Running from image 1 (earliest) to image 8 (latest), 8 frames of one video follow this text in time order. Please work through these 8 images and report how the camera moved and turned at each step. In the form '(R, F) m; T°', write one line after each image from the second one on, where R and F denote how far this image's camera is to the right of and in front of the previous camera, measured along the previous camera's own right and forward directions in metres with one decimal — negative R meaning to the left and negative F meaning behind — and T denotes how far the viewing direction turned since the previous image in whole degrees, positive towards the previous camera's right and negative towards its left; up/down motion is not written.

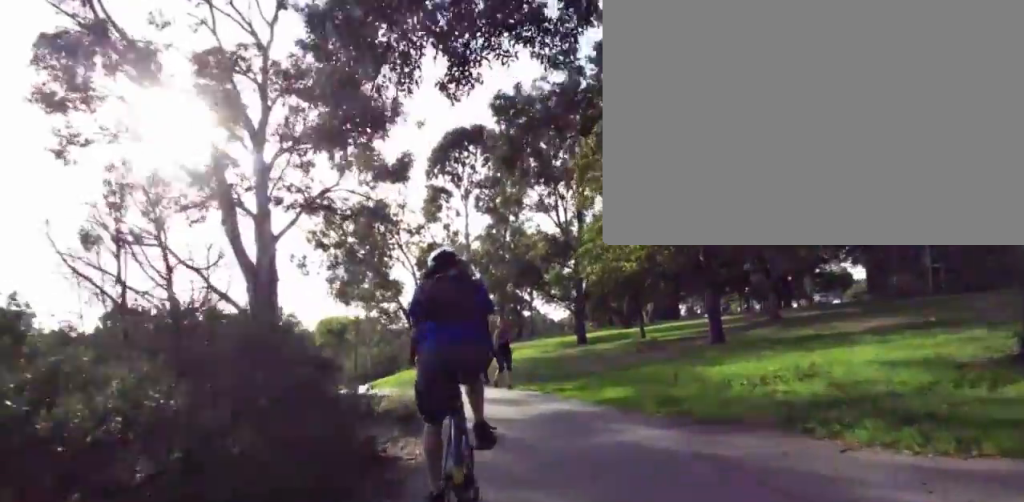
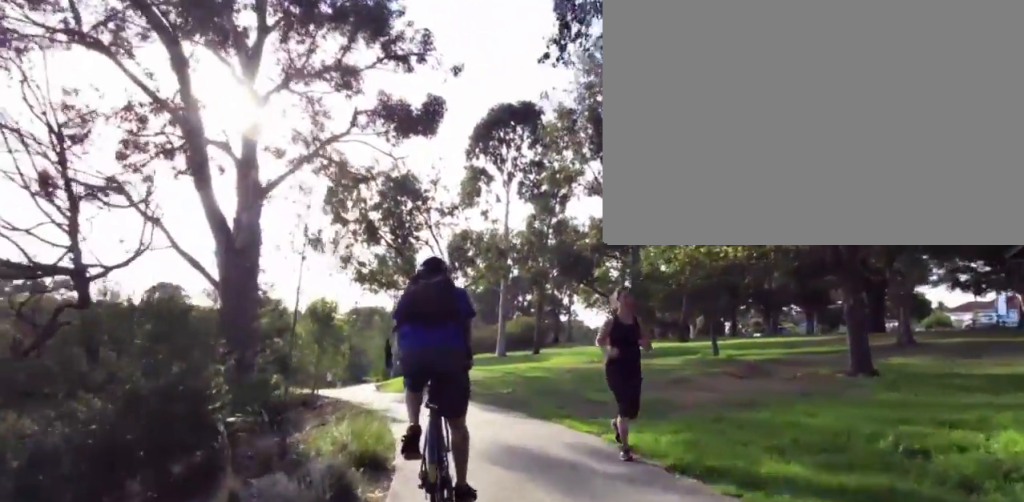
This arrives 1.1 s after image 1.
(+0.7, +5.0) m; +2°
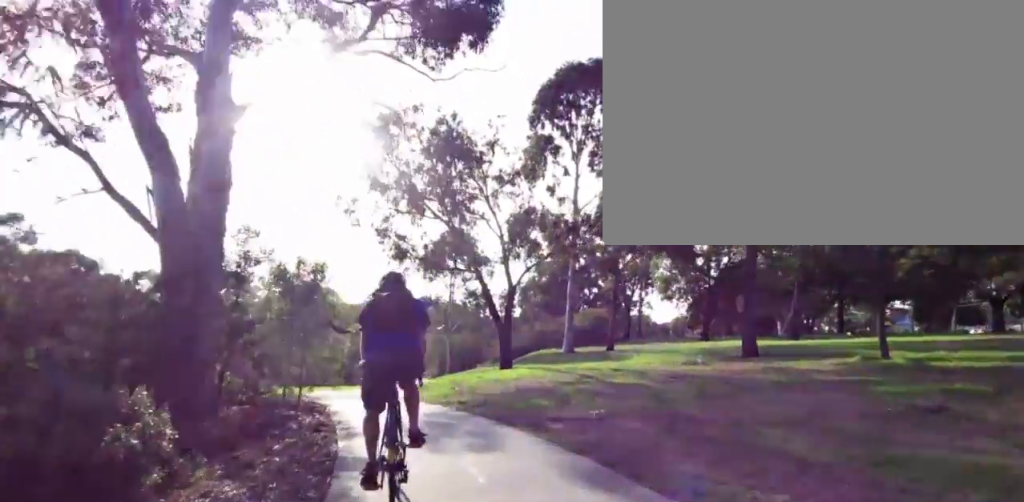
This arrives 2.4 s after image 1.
(-1.1, +5.5) m; -17°
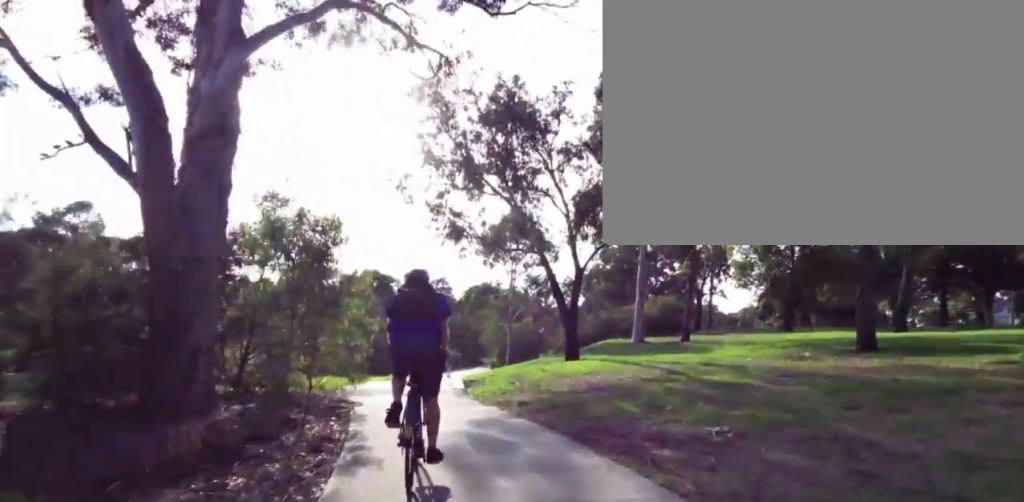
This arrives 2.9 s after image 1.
(-0.4, +2.2) m; 0°
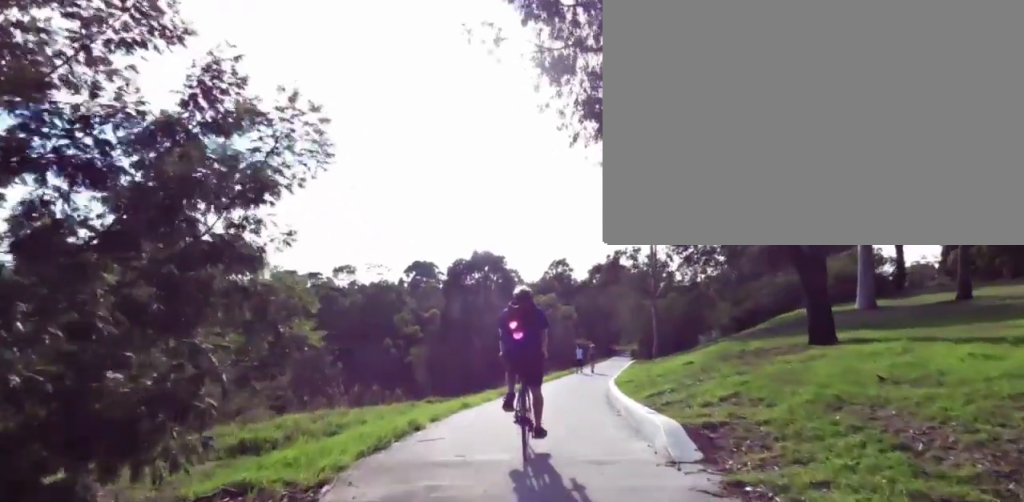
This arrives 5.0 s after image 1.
(-1.5, +10.5) m; -22°
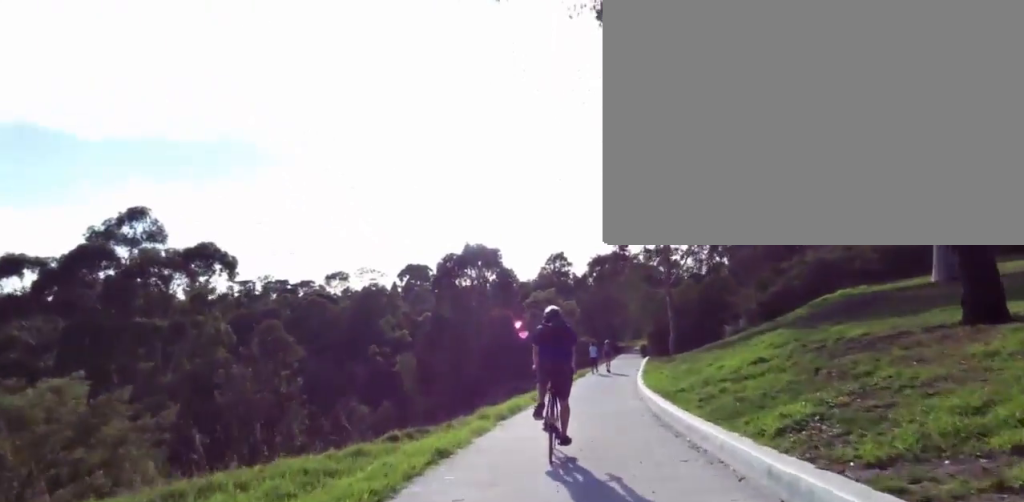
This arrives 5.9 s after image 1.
(-0.2, +5.6) m; -2°
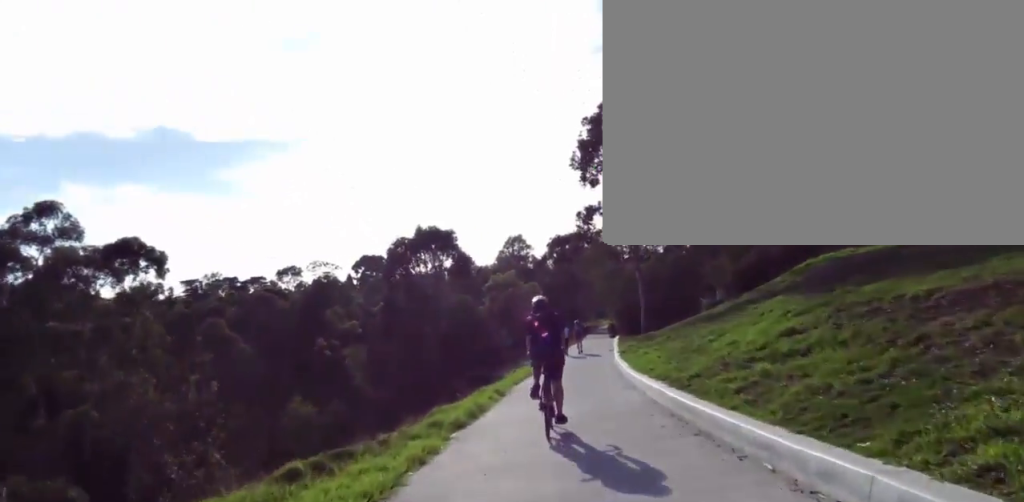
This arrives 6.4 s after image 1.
(0.0, +3.7) m; +4°
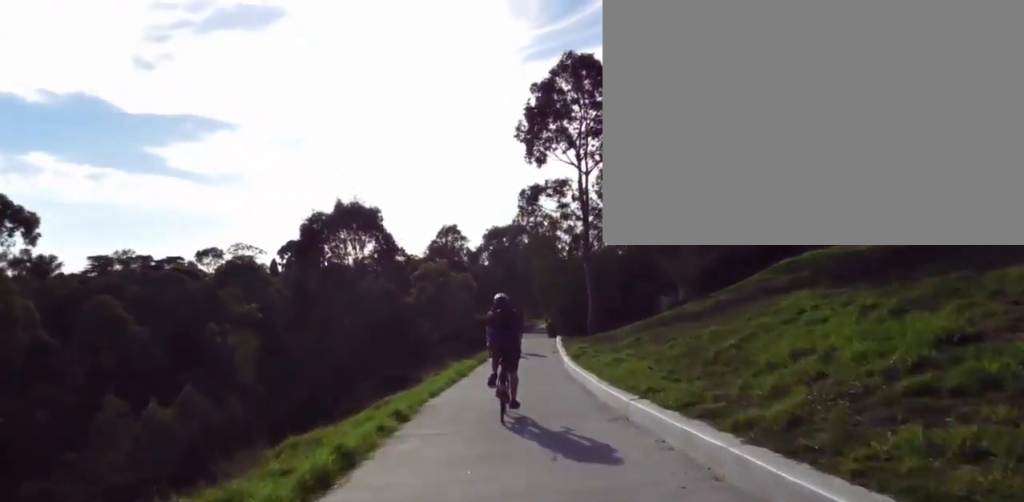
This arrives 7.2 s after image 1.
(-0.1, +5.6) m; +9°
